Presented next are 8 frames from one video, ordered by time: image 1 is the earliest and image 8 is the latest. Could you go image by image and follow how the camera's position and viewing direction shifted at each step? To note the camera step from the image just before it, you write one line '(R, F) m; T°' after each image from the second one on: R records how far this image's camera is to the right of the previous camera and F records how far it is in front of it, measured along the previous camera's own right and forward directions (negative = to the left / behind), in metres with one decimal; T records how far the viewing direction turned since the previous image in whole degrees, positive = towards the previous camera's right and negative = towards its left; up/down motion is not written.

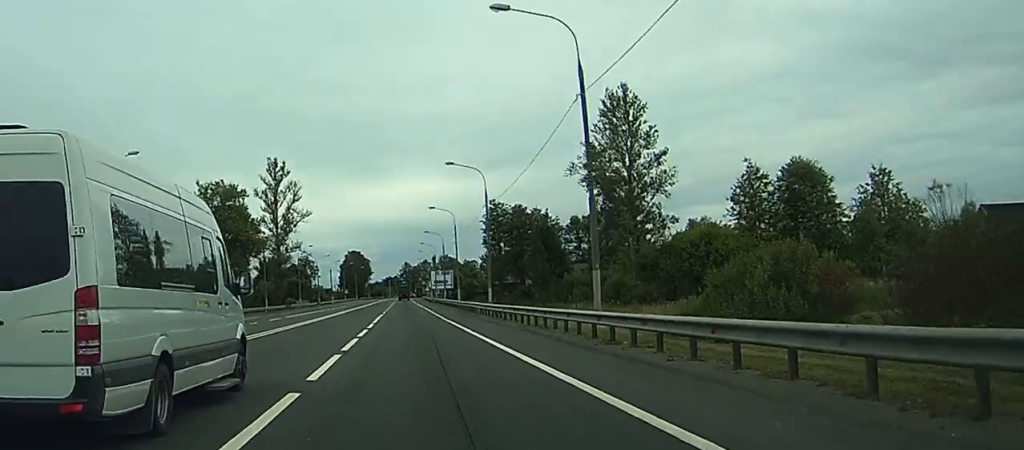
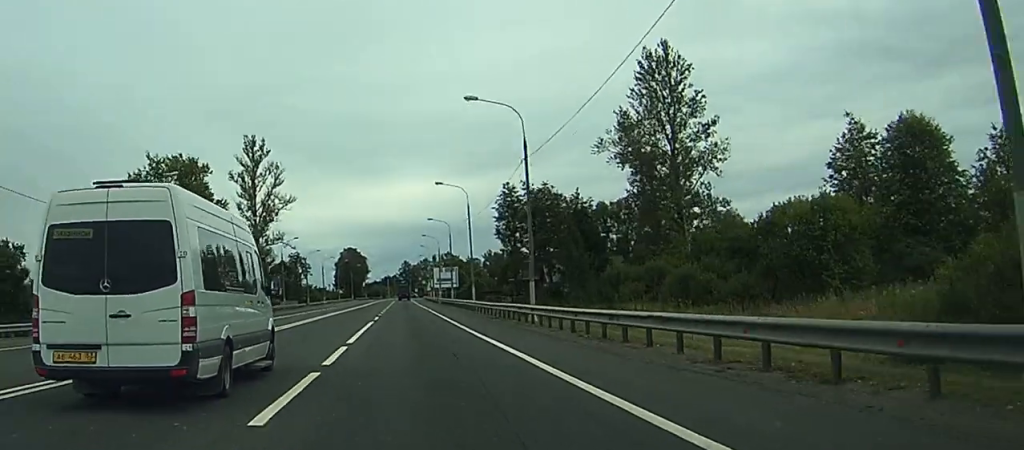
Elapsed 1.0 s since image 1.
(0.0, +21.1) m; 0°
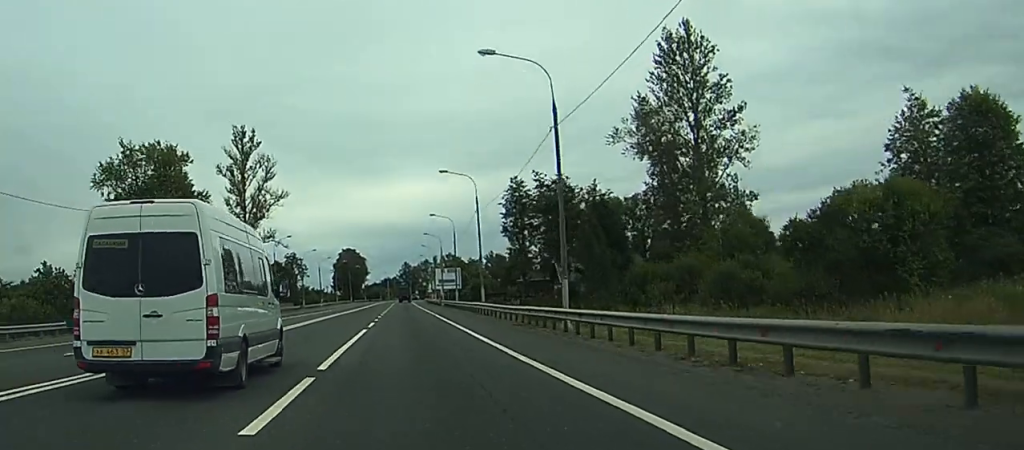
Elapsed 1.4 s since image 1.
(0.0, +8.7) m; 0°
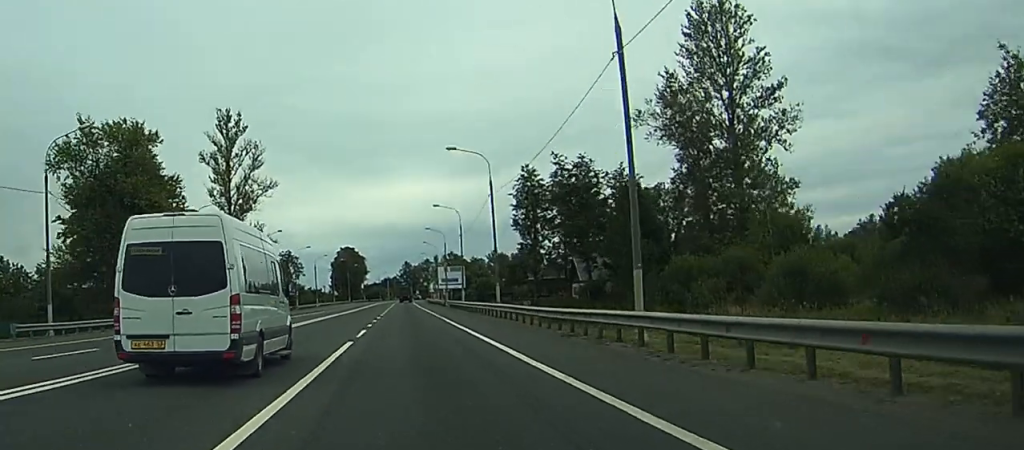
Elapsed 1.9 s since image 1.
(0.0, +10.7) m; 0°
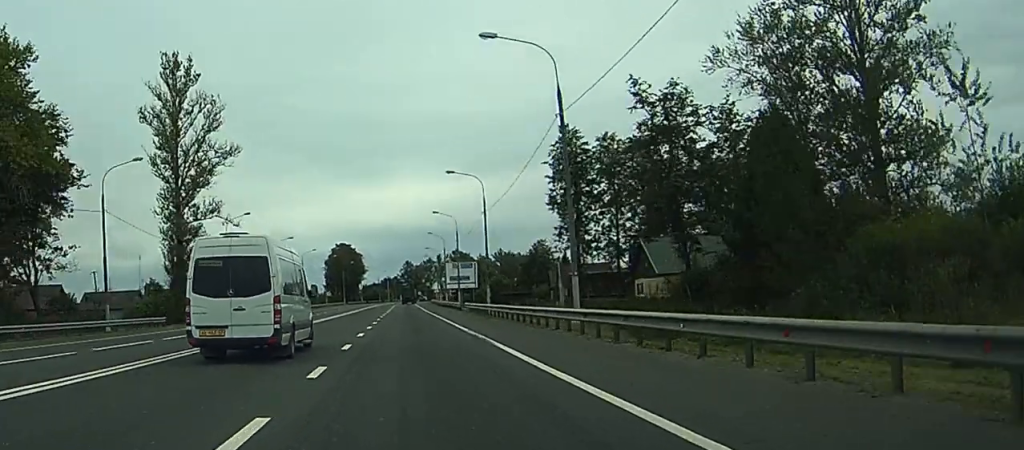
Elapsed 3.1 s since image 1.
(+0.1, +26.1) m; 0°
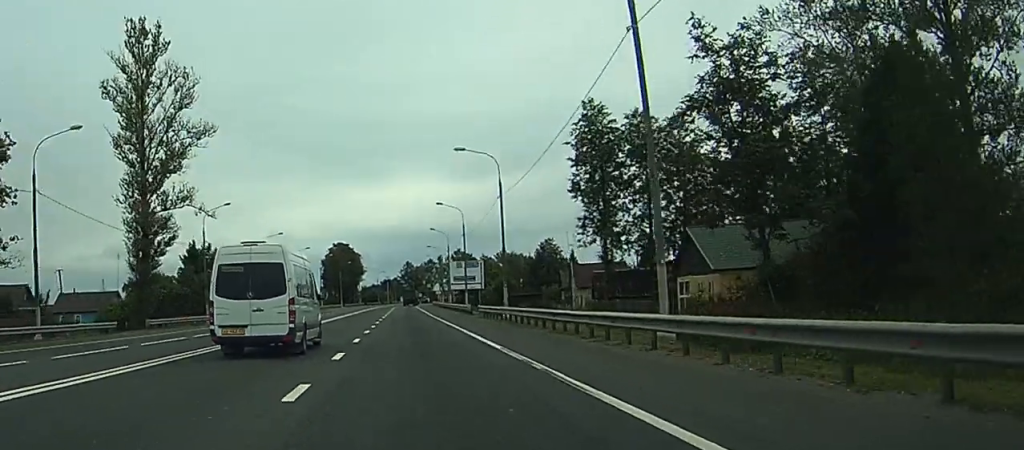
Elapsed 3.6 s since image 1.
(0.0, +11.1) m; 0°
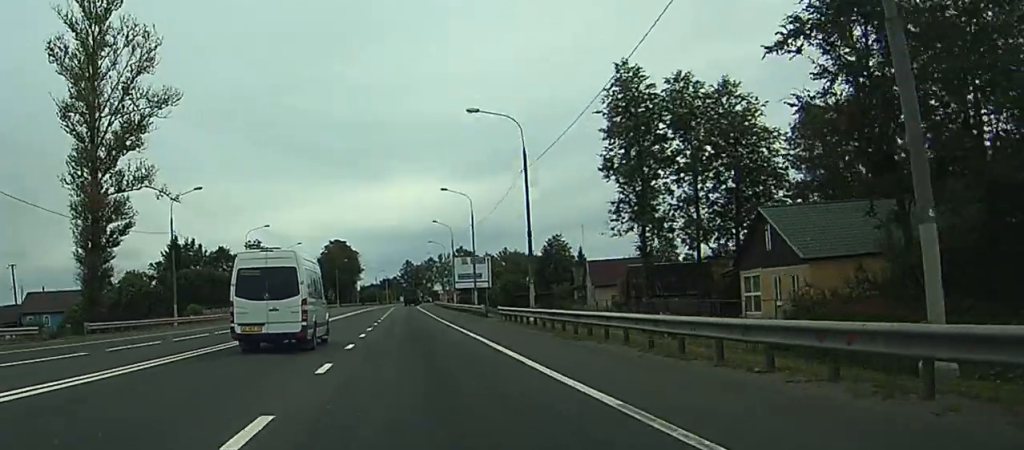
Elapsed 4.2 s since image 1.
(0.0, +11.7) m; 0°
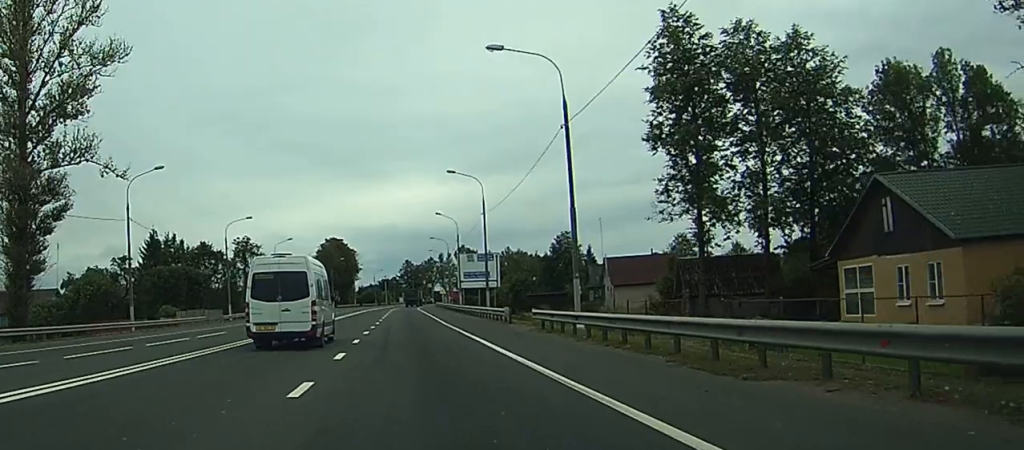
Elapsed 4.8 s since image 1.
(0.0, +11.7) m; 0°
